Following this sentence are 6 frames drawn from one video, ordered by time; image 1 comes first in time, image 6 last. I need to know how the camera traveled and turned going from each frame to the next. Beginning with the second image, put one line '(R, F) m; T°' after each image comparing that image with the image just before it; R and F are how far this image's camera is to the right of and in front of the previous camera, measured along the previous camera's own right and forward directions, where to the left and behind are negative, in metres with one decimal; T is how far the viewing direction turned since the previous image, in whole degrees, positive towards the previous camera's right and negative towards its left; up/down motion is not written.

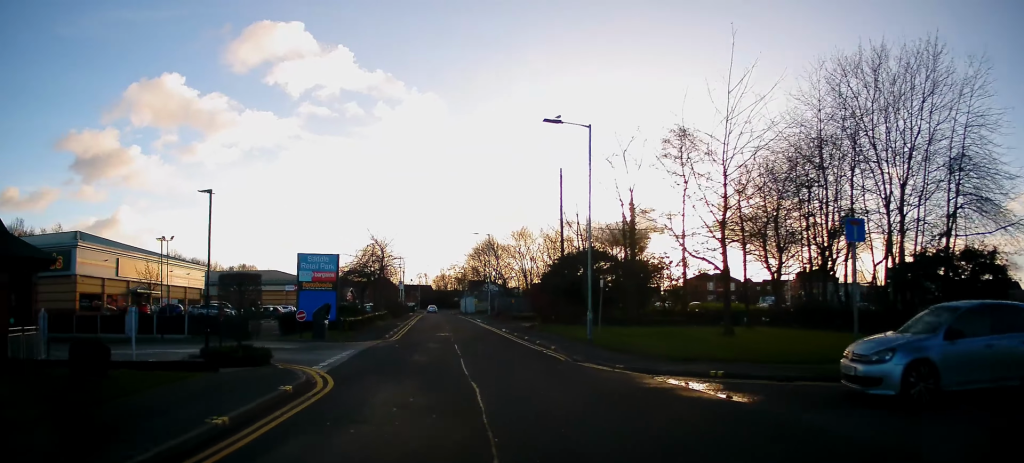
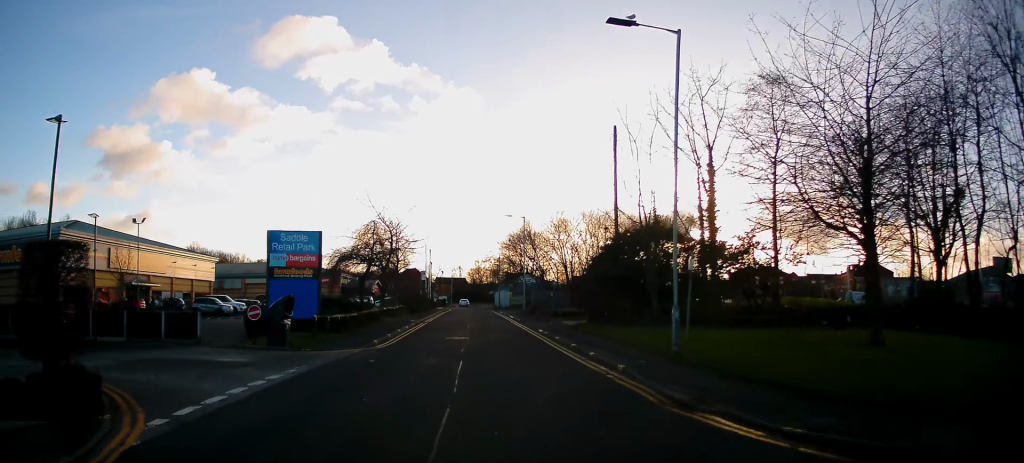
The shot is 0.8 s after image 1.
(0.0, +7.9) m; -1°
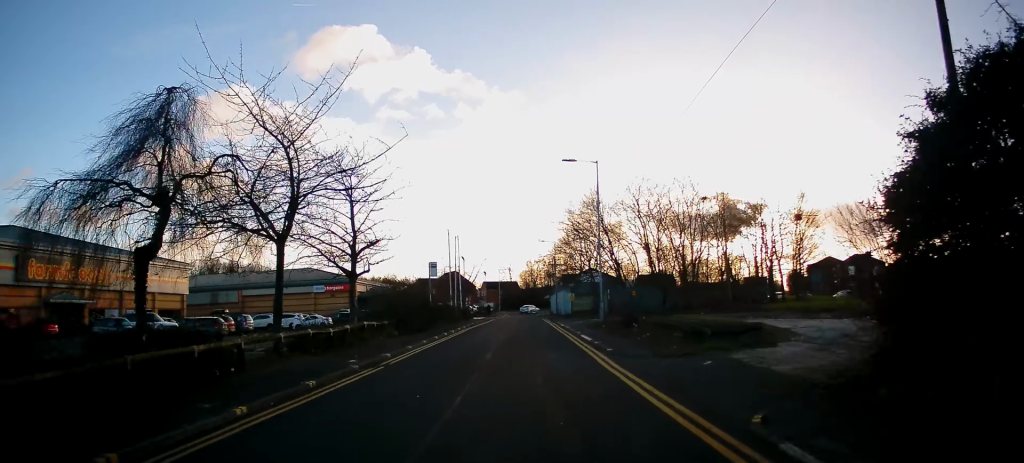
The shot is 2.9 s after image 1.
(-1.1, +20.5) m; -7°
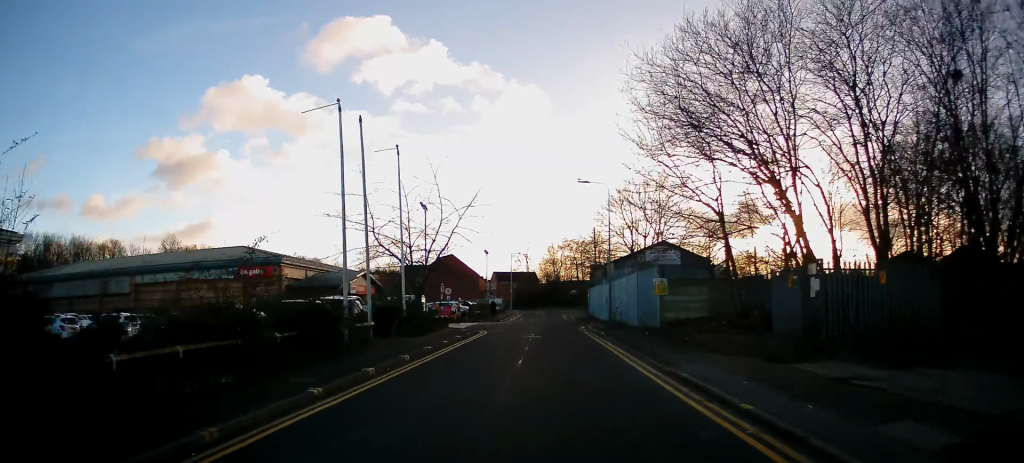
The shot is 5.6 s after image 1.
(-0.5, +30.4) m; -1°
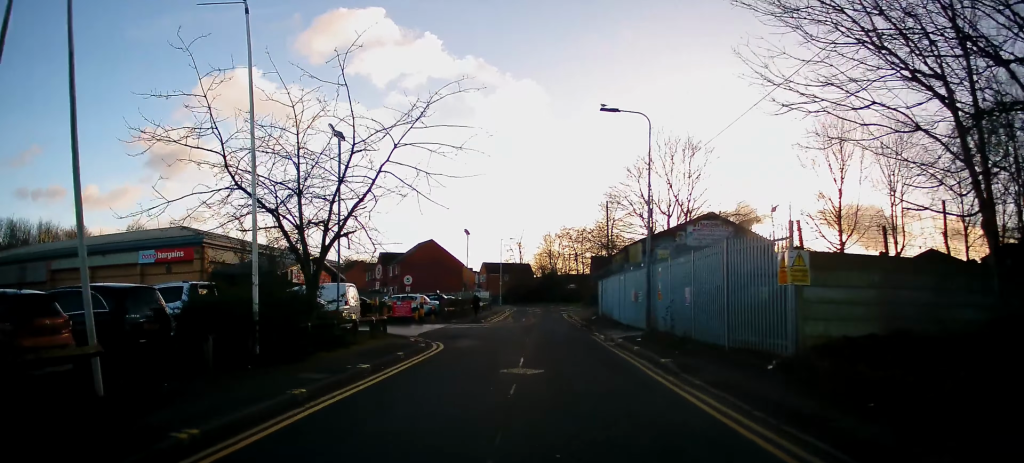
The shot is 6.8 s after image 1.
(-0.2, +12.9) m; 0°
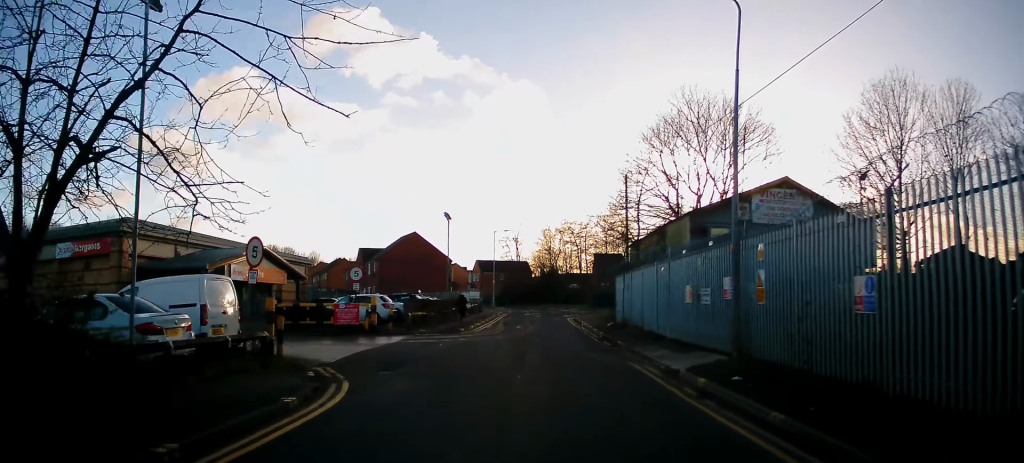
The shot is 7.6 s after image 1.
(+0.1, +9.1) m; 0°
